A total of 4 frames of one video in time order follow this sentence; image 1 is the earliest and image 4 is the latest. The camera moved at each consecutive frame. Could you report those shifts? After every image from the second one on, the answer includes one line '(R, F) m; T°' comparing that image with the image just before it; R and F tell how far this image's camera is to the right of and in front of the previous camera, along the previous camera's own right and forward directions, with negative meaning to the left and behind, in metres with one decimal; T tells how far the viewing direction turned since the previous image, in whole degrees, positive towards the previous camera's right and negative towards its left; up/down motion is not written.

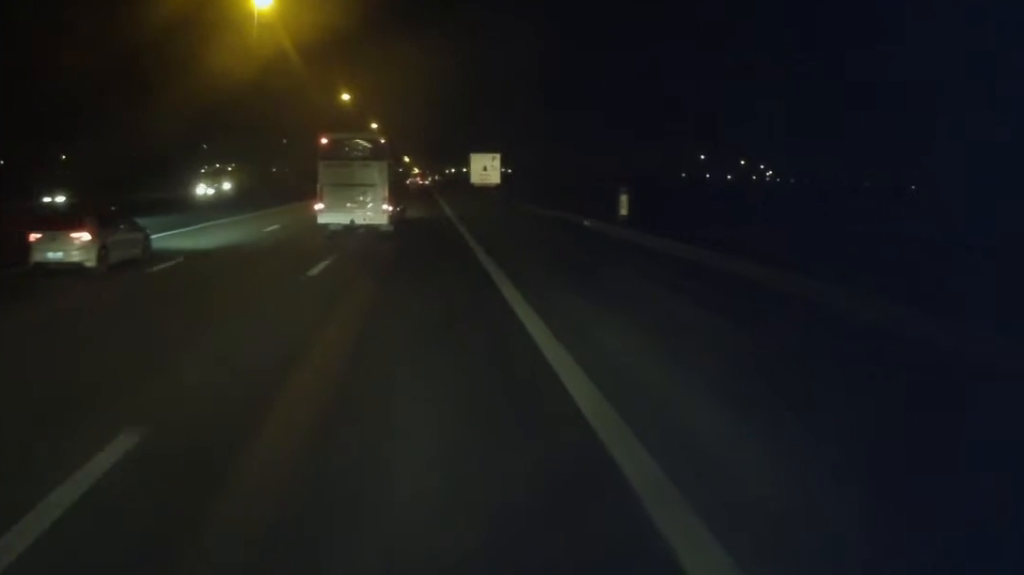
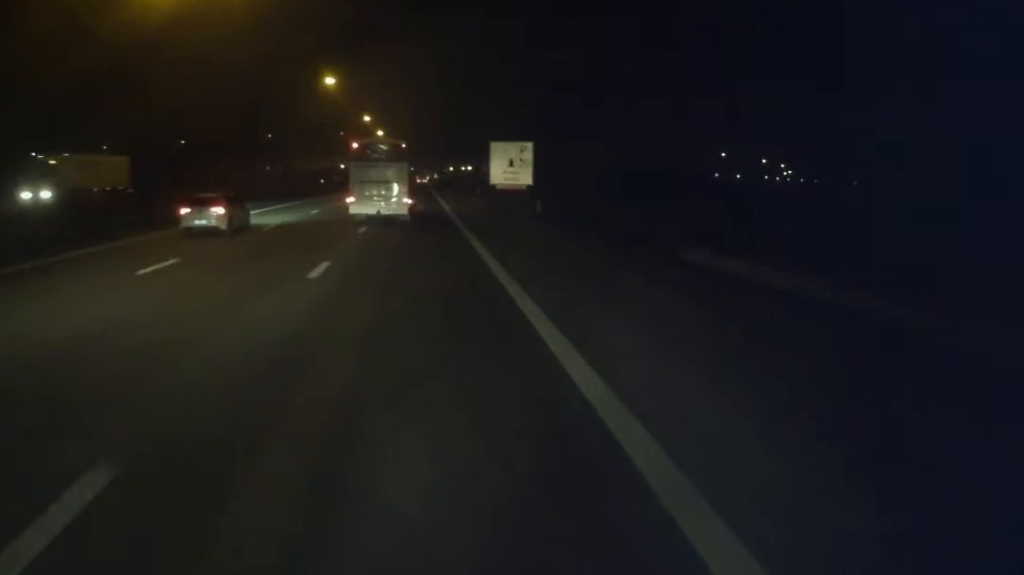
(0.0, +25.9) m; 0°
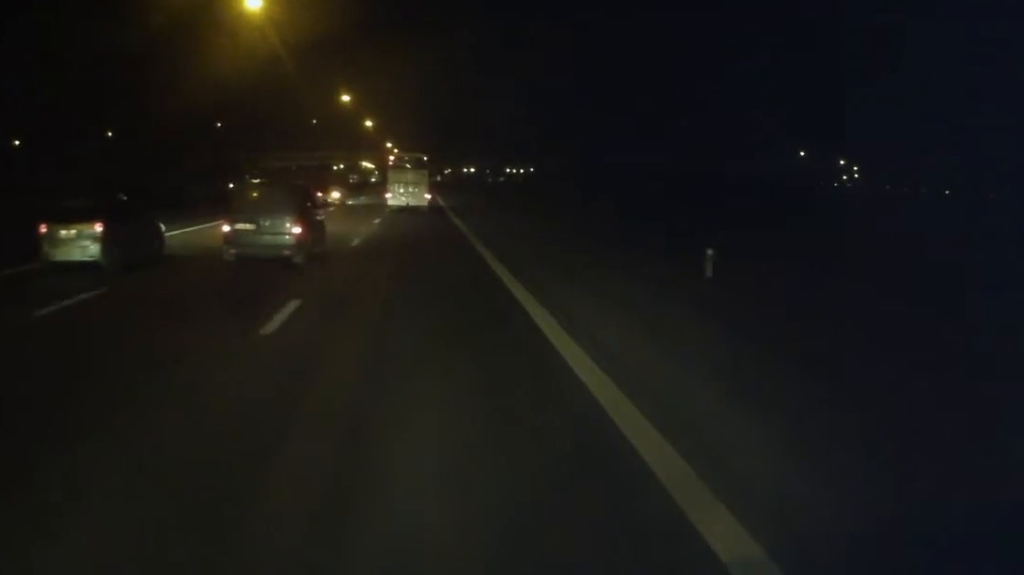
(0.0, +67.4) m; -1°
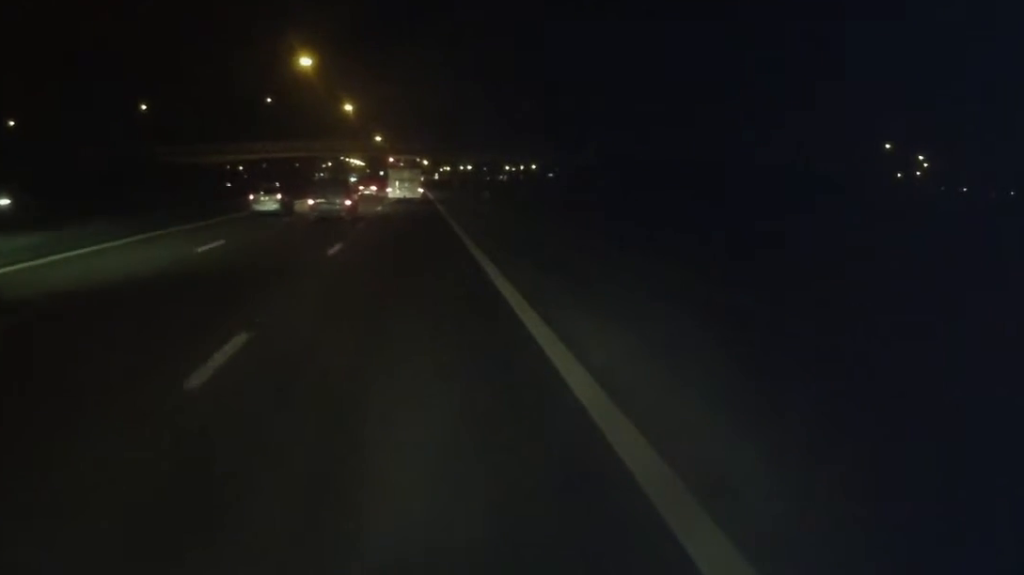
(-0.2, +52.5) m; +1°
